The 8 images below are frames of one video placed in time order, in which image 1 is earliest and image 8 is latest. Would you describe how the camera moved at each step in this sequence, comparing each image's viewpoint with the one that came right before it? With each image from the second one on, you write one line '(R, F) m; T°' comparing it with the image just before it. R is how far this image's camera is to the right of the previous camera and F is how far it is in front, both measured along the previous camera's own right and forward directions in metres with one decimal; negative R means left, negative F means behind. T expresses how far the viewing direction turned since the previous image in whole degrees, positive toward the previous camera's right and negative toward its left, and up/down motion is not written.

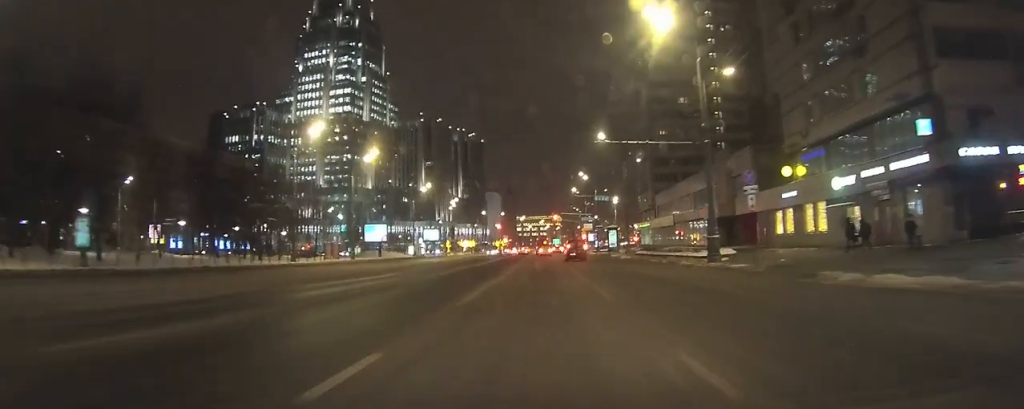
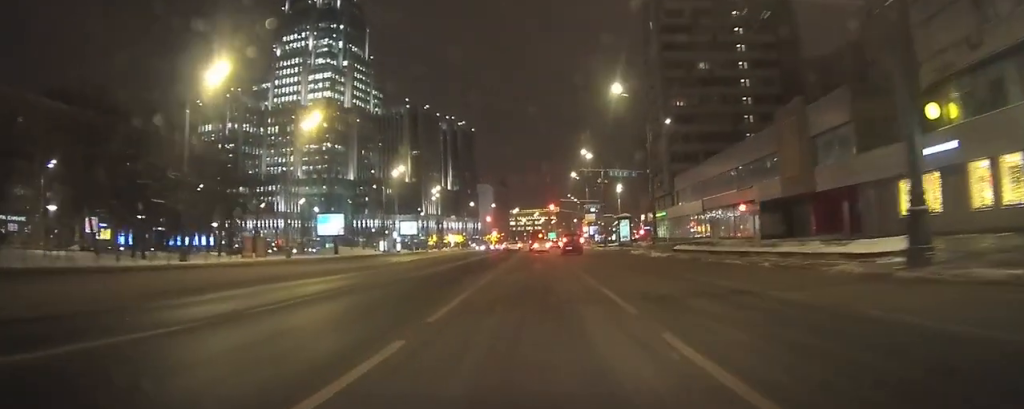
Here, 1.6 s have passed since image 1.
(+0.1, +18.6) m; +1°
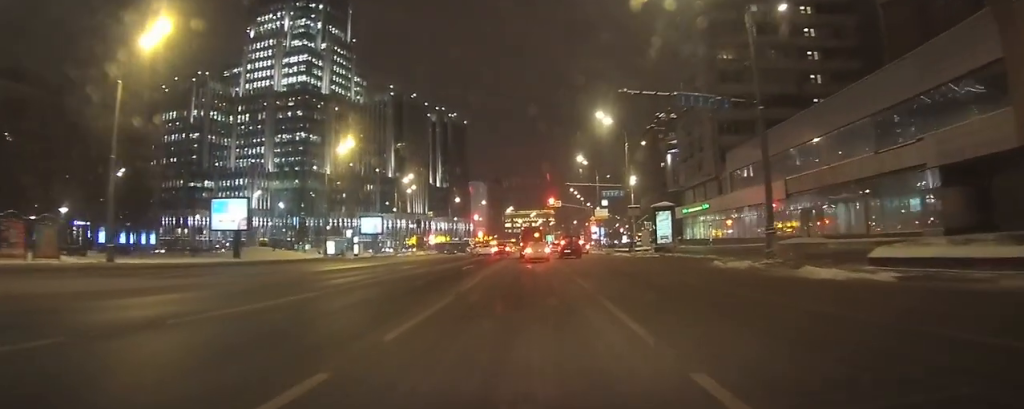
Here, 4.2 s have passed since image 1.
(0.0, +24.7) m; -2°
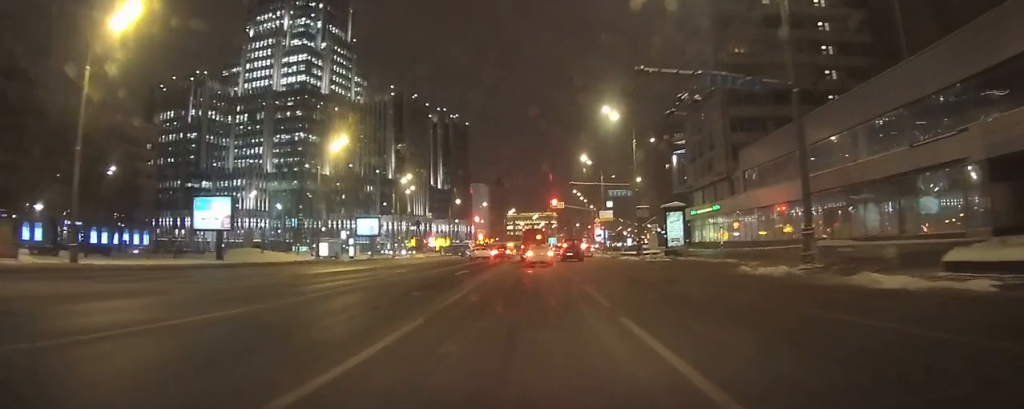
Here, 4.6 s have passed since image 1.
(-0.1, +3.2) m; 0°
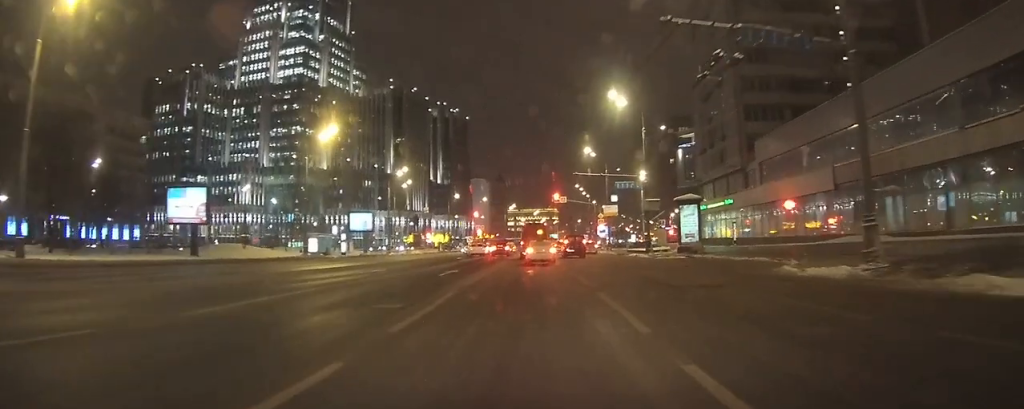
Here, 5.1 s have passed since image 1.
(-0.1, +4.2) m; 0°
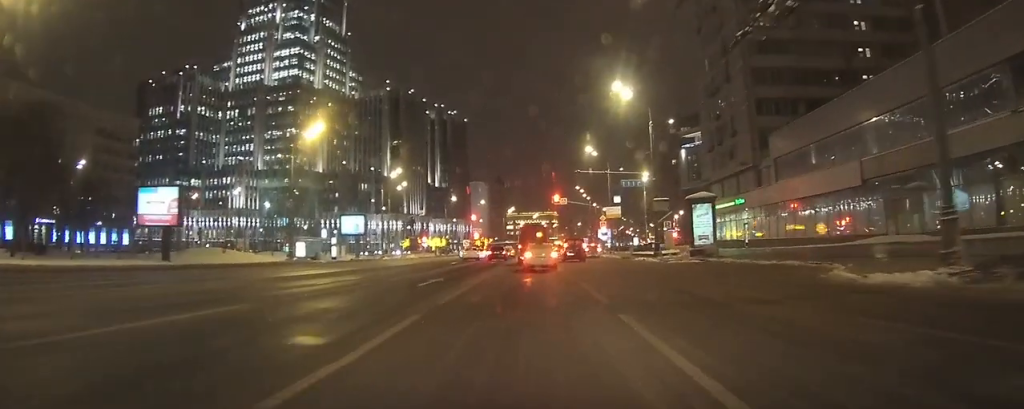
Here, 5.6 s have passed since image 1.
(+0.2, +3.6) m; +2°
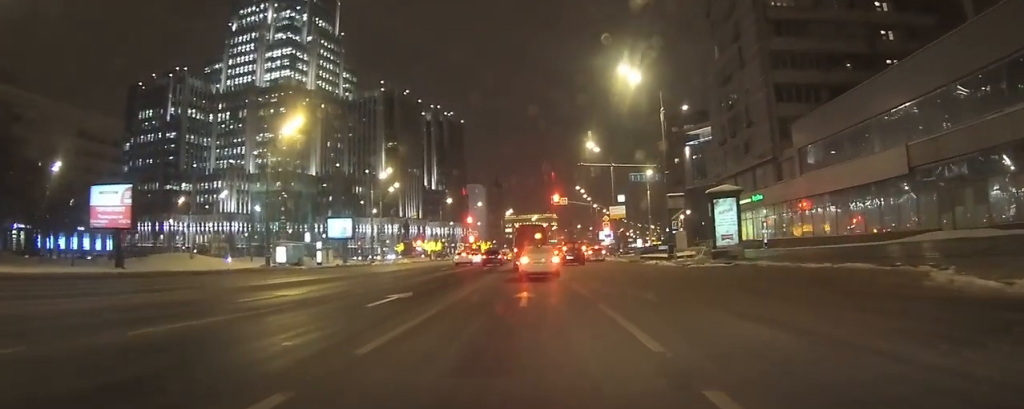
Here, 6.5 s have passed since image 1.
(+0.1, +5.5) m; +1°
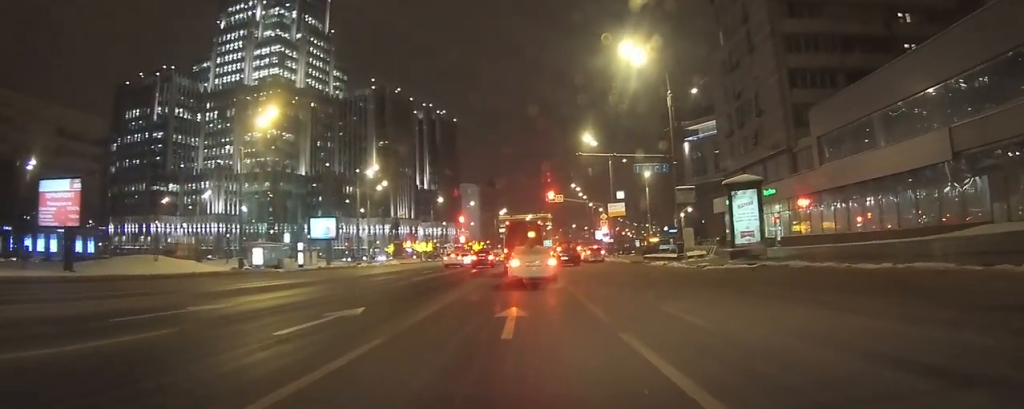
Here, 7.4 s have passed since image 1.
(0.0, +4.7) m; -1°
